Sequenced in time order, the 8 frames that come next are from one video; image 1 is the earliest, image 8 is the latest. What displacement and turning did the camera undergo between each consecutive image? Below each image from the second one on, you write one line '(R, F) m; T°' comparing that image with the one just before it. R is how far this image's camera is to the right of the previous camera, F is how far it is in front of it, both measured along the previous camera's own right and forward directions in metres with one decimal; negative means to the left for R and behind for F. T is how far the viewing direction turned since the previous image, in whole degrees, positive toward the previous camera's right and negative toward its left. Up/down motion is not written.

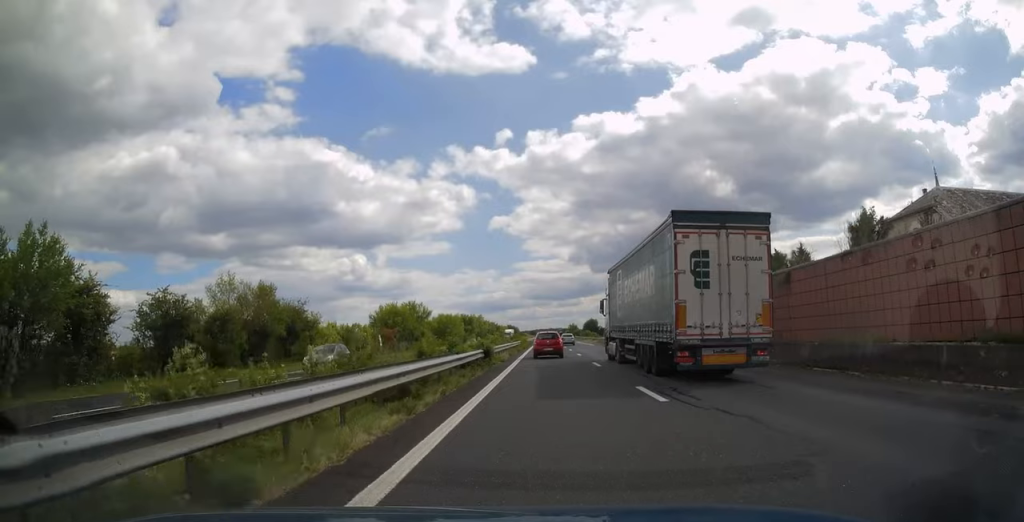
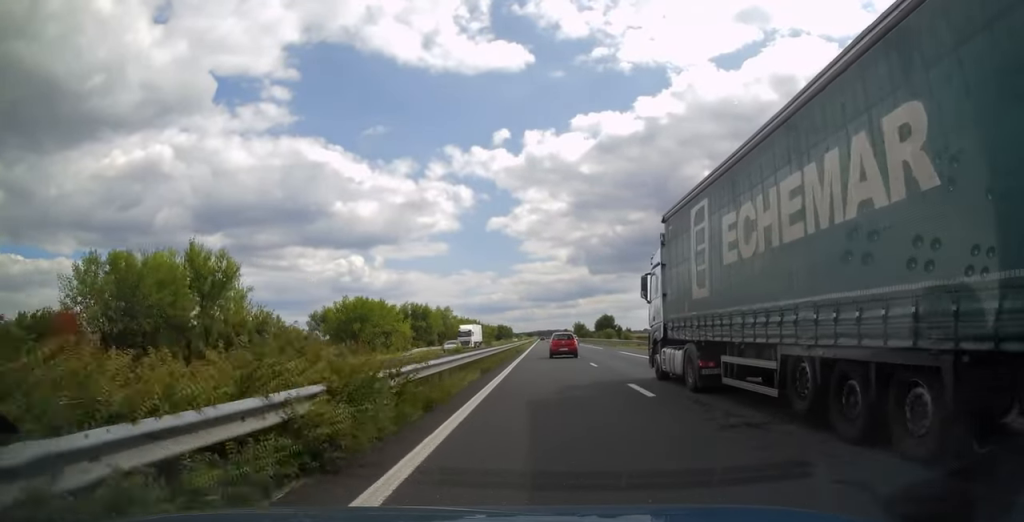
(+0.2, +63.9) m; 0°
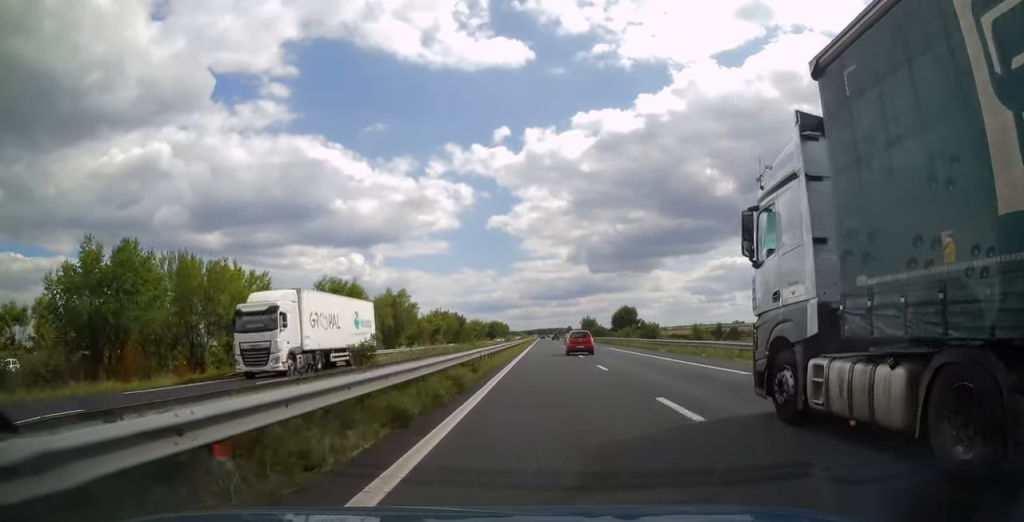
(0.0, +43.1) m; 0°
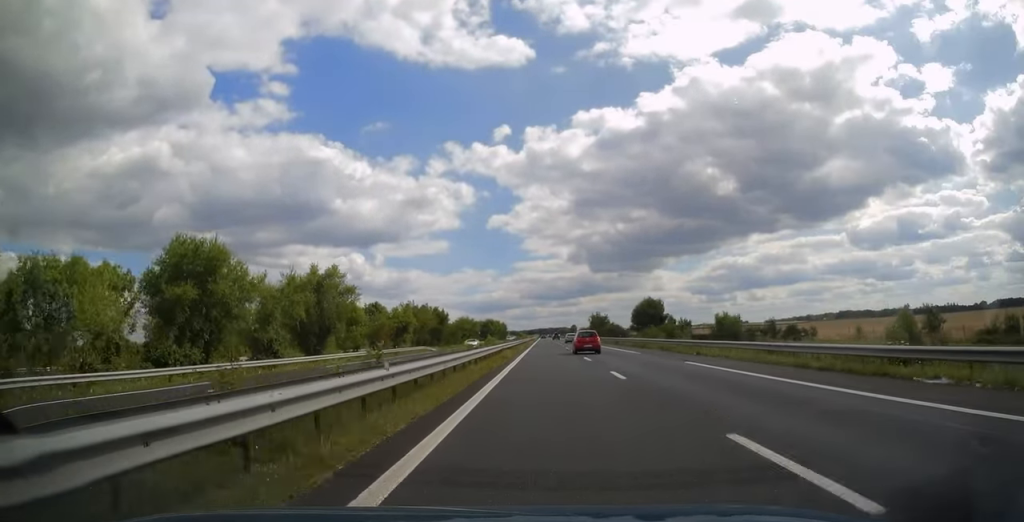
(-0.1, +30.3) m; 0°
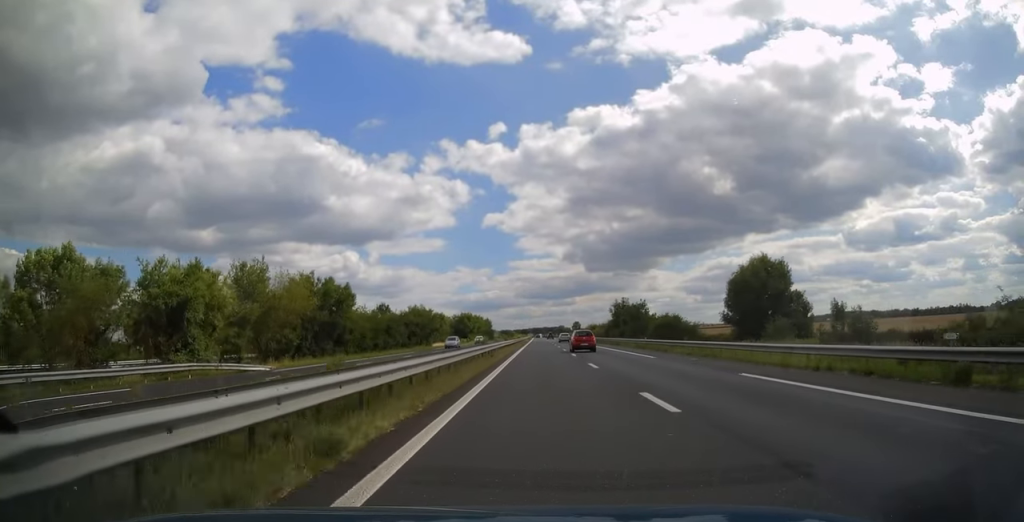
(+0.3, +59.2) m; +1°
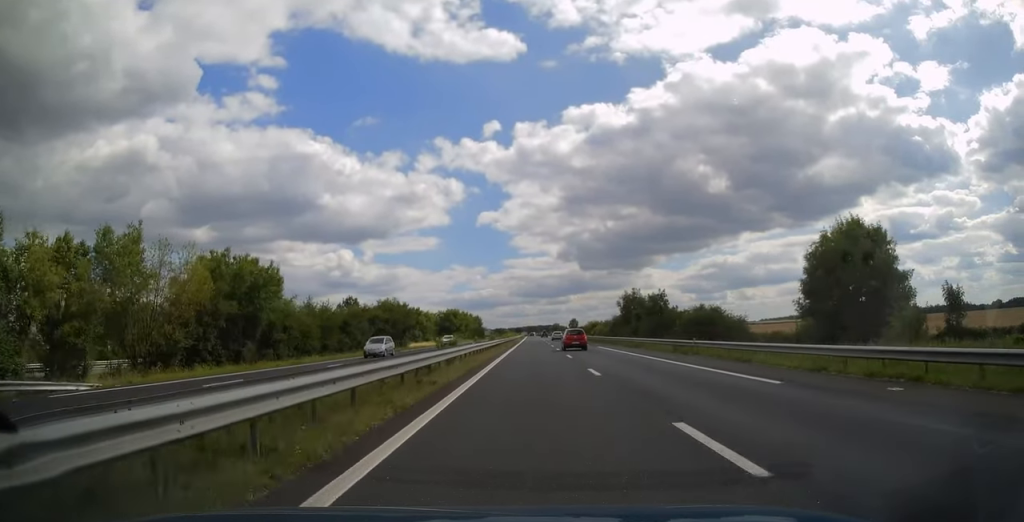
(+0.1, +17.3) m; +1°
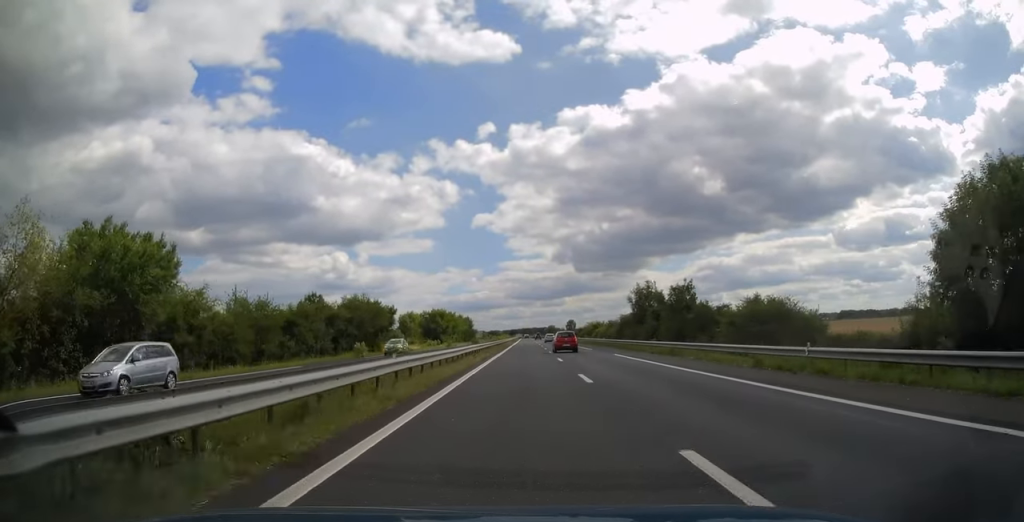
(0.0, +14.6) m; 0°
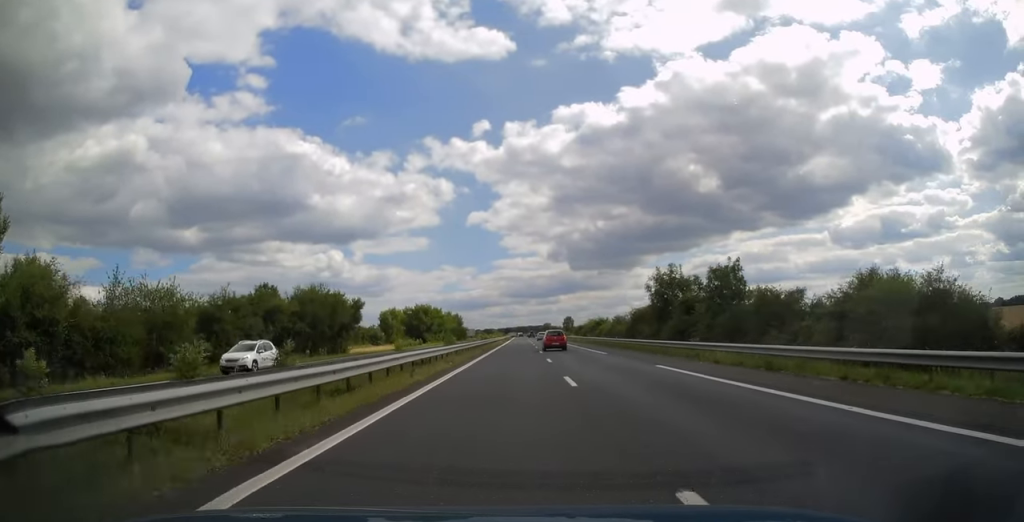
(+0.1, +14.5) m; 0°
